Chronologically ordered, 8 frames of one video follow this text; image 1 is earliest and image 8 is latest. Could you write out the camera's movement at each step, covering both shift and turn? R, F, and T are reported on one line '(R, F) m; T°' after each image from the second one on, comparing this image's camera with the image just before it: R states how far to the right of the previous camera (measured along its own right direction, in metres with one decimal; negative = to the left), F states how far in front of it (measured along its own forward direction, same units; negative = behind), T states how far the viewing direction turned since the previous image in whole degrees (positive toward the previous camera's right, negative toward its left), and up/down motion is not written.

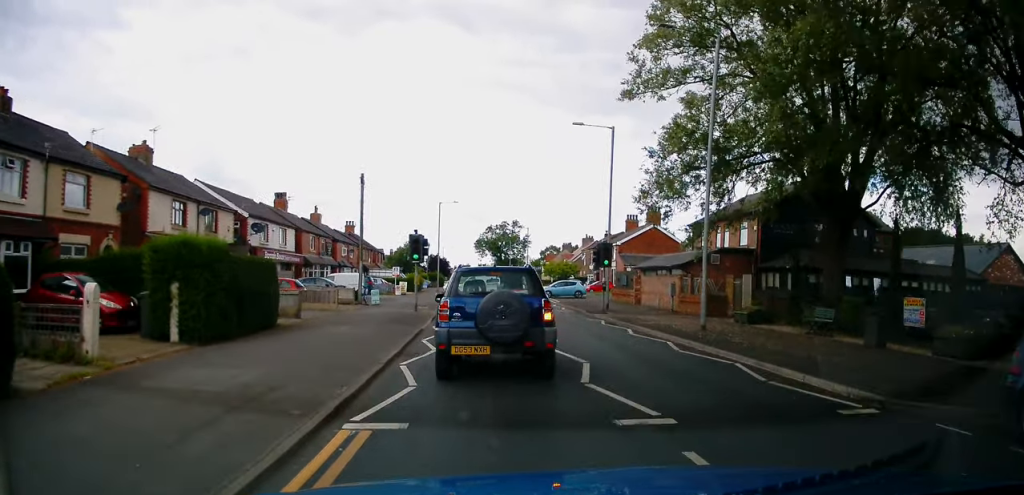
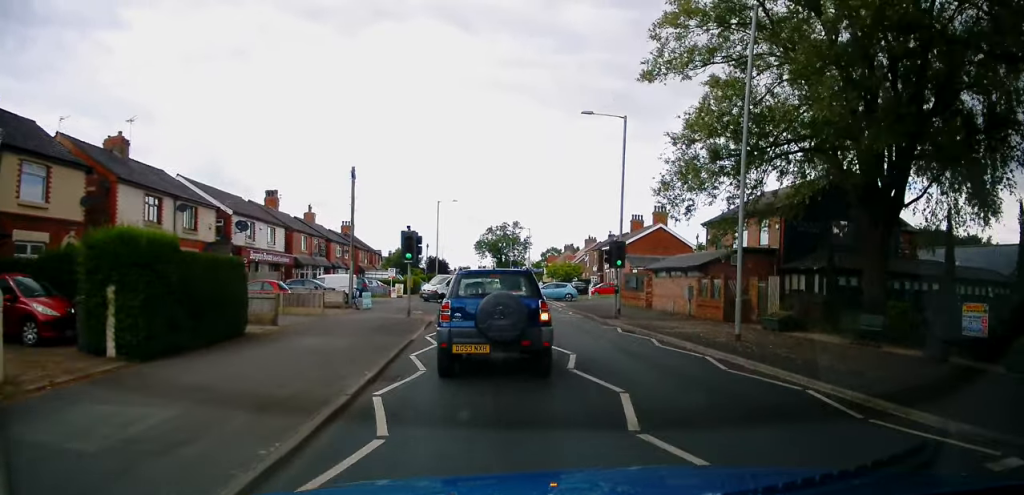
(+0.1, +2.6) m; -1°
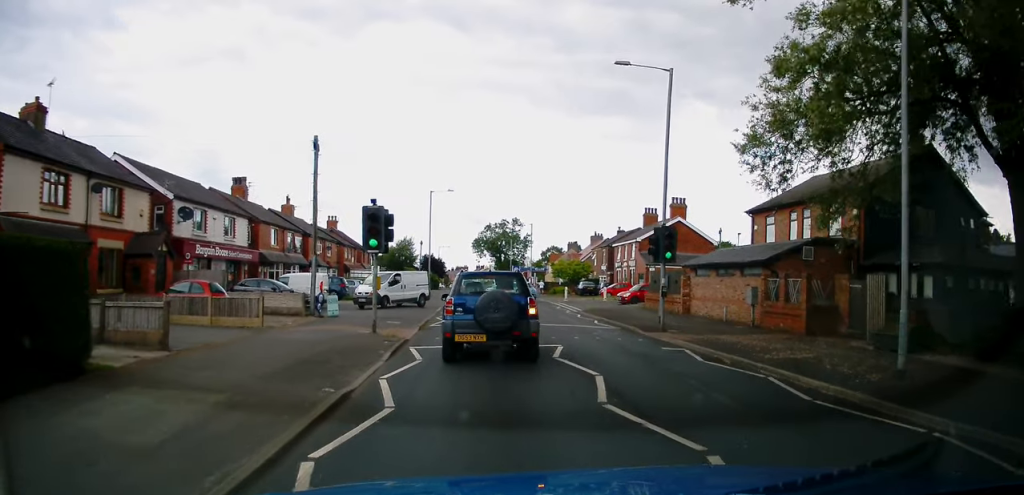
(-0.2, +7.0) m; -1°
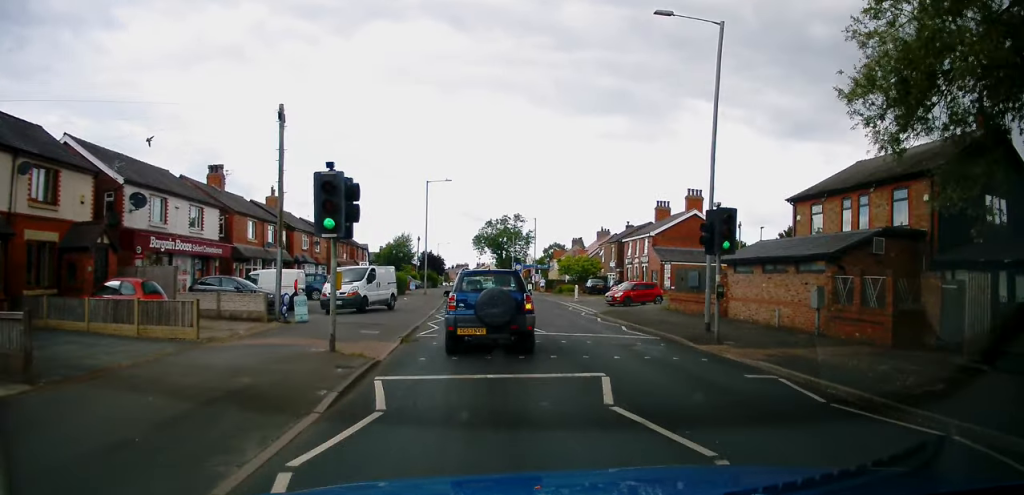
(+0.2, +4.5) m; 0°
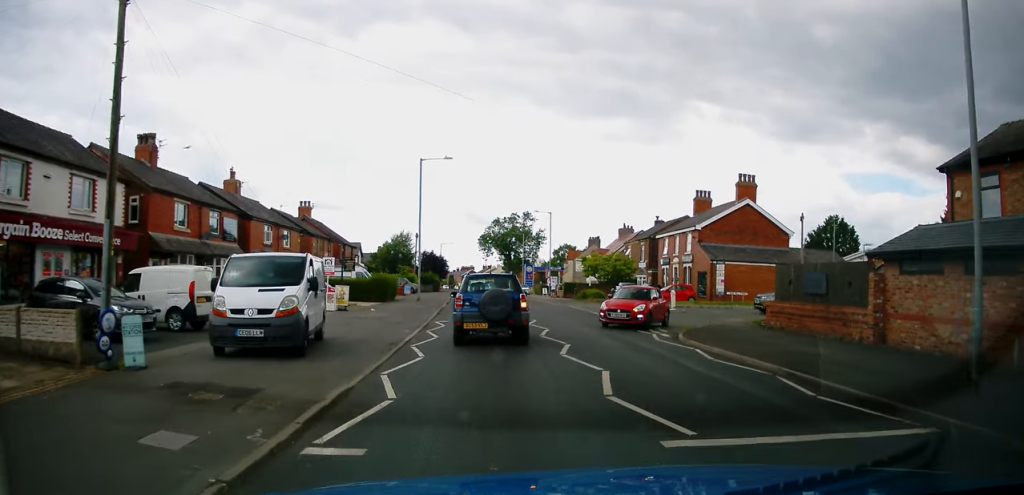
(-0.2, +10.6) m; -1°
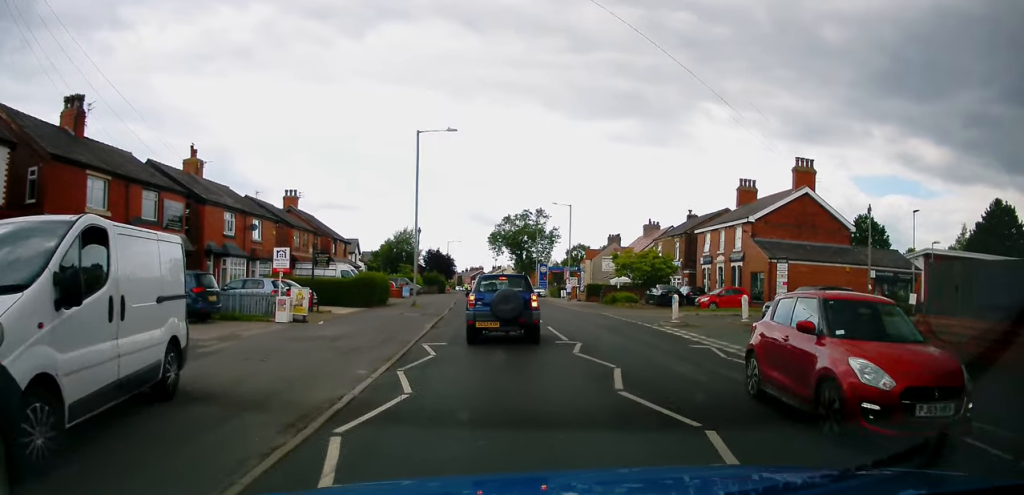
(0.0, +8.1) m; +2°
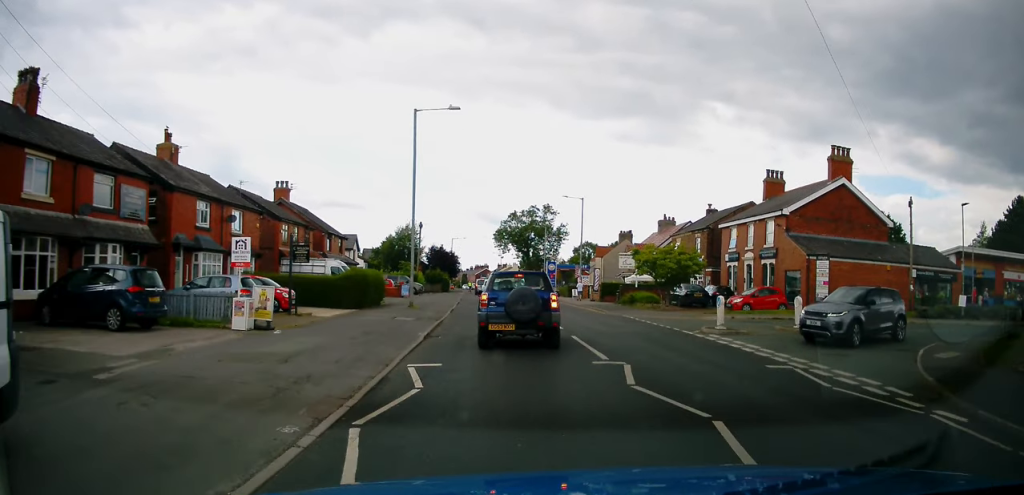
(+0.1, +4.0) m; +1°
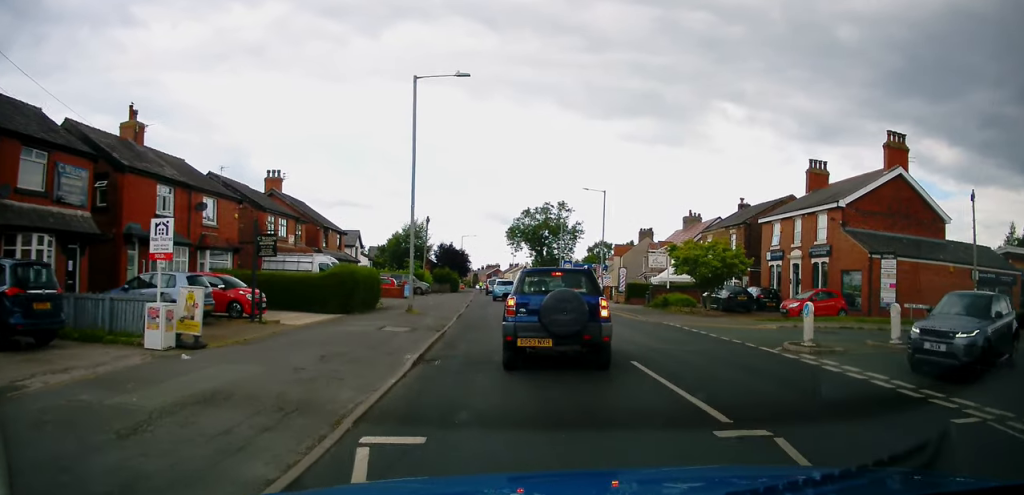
(+0.2, +5.1) m; -2°
